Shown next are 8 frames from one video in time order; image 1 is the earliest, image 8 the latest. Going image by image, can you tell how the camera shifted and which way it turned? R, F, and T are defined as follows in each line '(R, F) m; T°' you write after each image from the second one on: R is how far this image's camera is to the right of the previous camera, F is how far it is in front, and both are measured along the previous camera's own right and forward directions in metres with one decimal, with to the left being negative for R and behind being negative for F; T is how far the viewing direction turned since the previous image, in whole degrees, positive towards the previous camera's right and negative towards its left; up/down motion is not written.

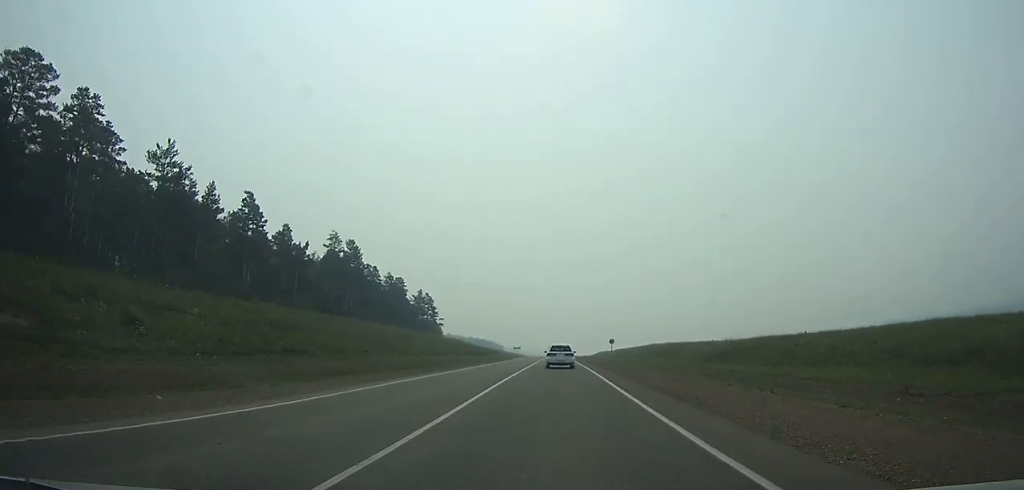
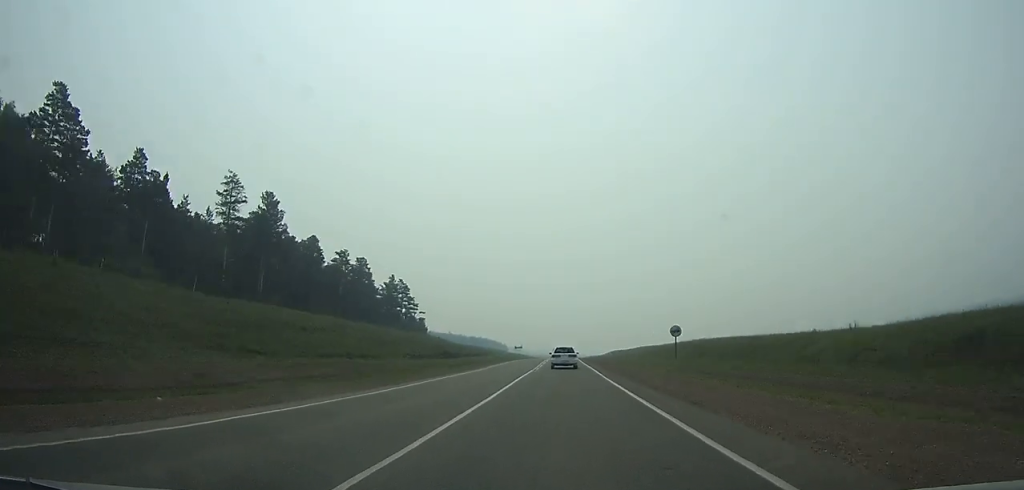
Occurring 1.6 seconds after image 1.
(0.0, +36.9) m; 0°
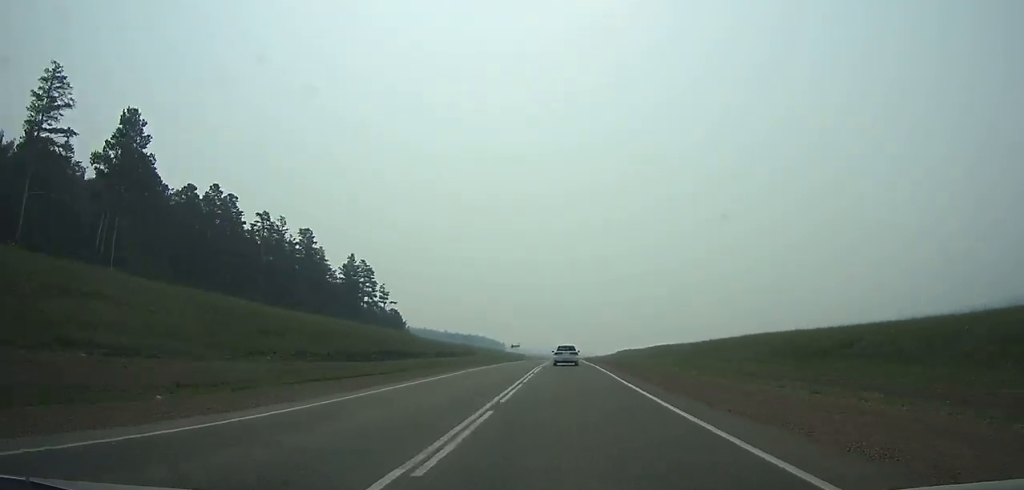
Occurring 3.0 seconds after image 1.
(0.0, +34.2) m; 0°
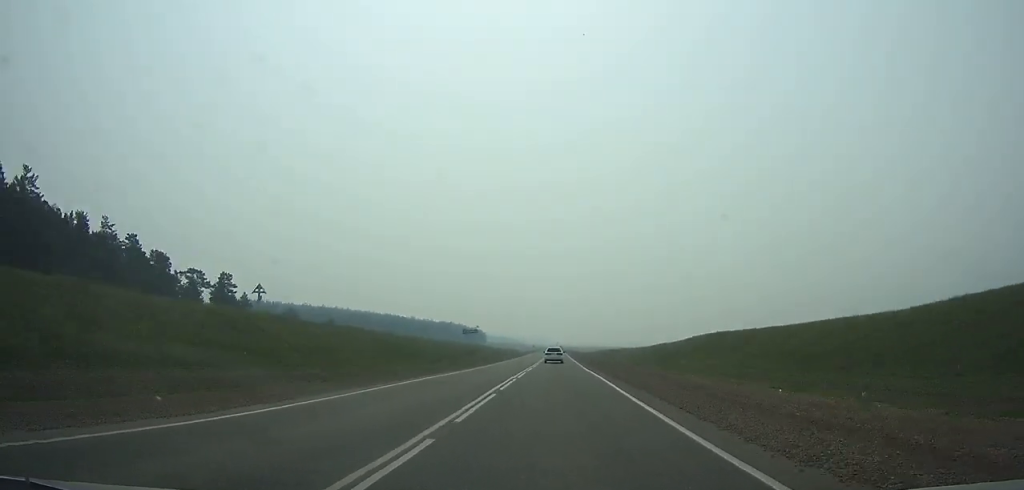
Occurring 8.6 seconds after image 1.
(+0.1, +140.9) m; 0°
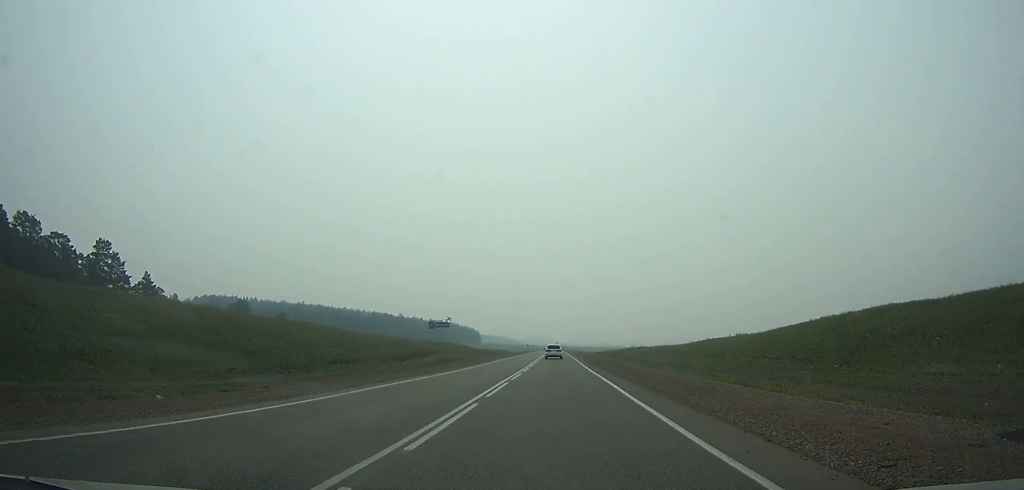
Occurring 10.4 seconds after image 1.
(+0.1, +46.4) m; 0°
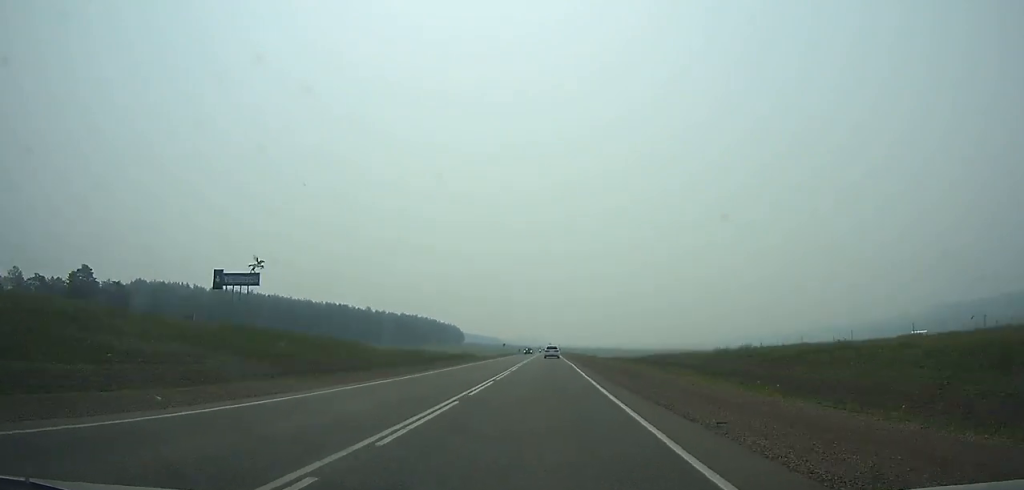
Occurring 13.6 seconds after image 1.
(+0.1, +83.4) m; 0°
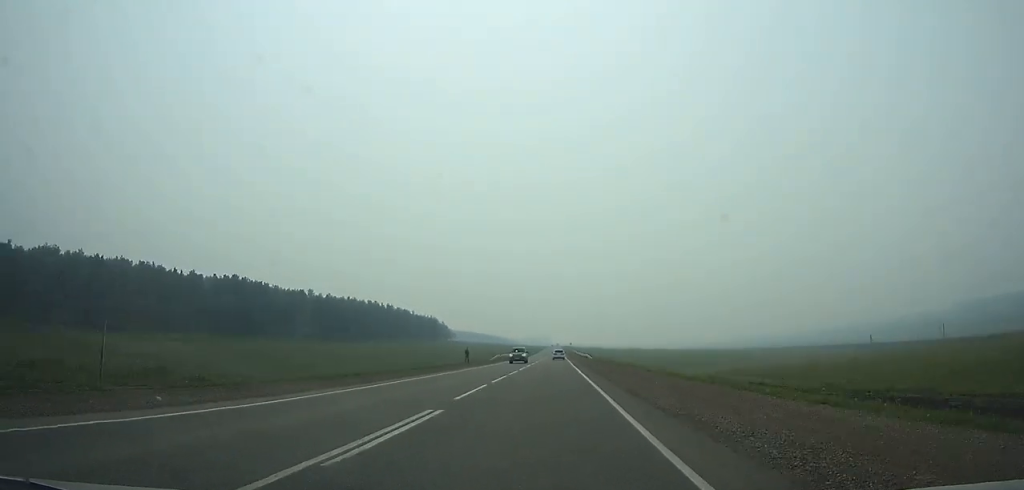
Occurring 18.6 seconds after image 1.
(+0.1, +132.9) m; 0°
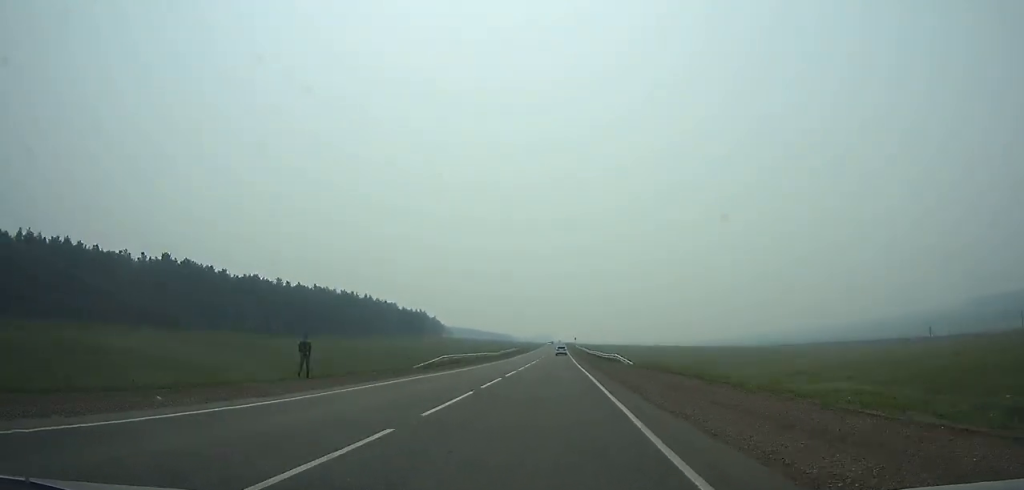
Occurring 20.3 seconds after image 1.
(0.0, +45.8) m; 0°
